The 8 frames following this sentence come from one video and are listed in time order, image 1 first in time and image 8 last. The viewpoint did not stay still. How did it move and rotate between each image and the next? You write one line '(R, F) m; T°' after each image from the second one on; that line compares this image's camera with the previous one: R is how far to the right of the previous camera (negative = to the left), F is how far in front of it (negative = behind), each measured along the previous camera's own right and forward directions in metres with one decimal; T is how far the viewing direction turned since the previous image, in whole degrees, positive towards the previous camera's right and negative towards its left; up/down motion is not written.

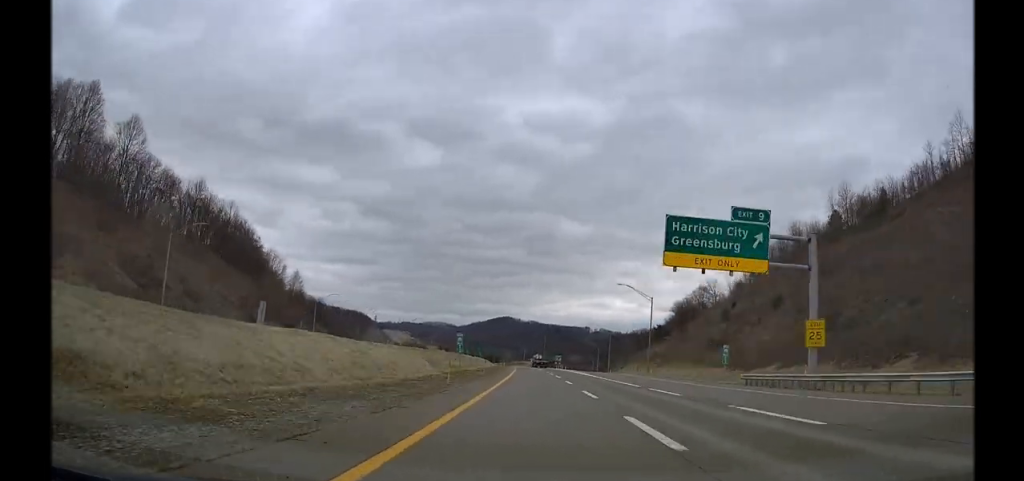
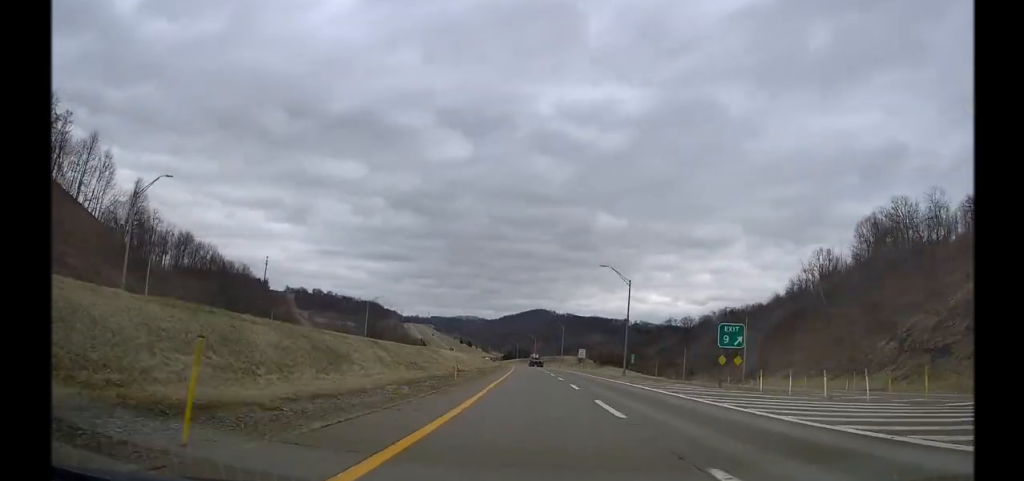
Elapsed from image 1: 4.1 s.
(-3.2, +133.0) m; -3°
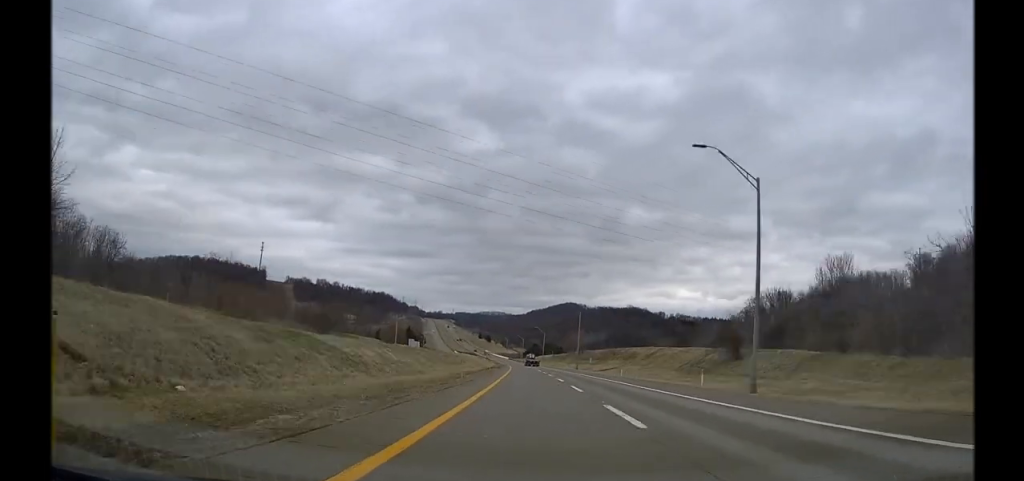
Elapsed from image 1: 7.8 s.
(-2.6, +117.5) m; -3°
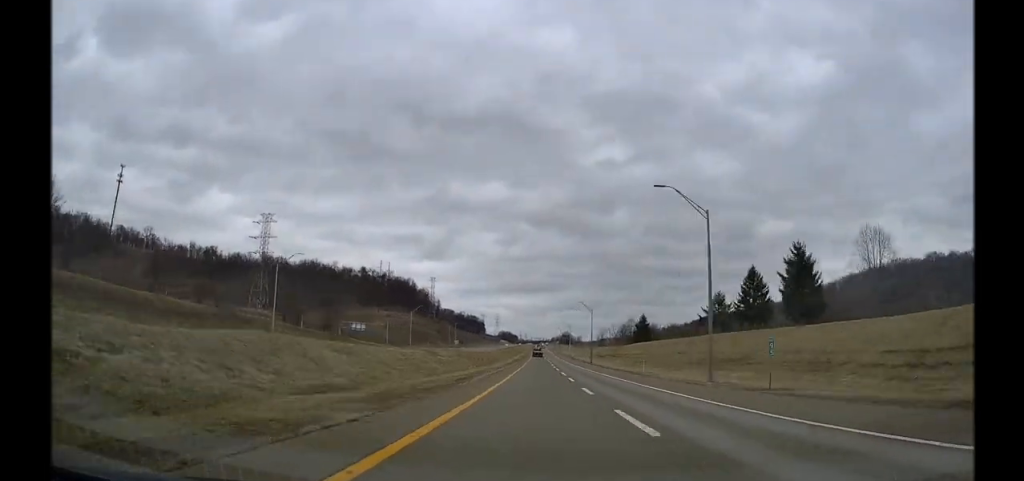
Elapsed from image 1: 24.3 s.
(-51.2, +541.6) m; -8°
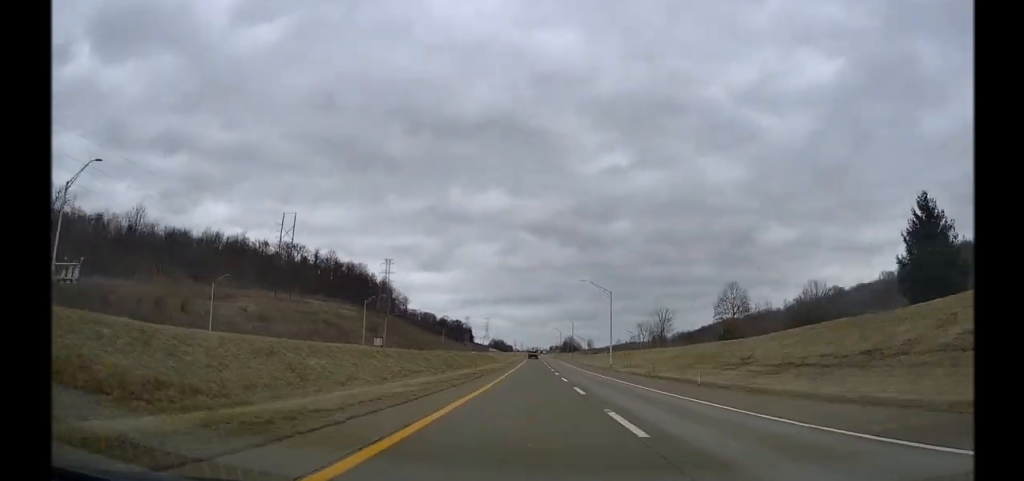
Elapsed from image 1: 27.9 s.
(-0.3, +120.8) m; 0°
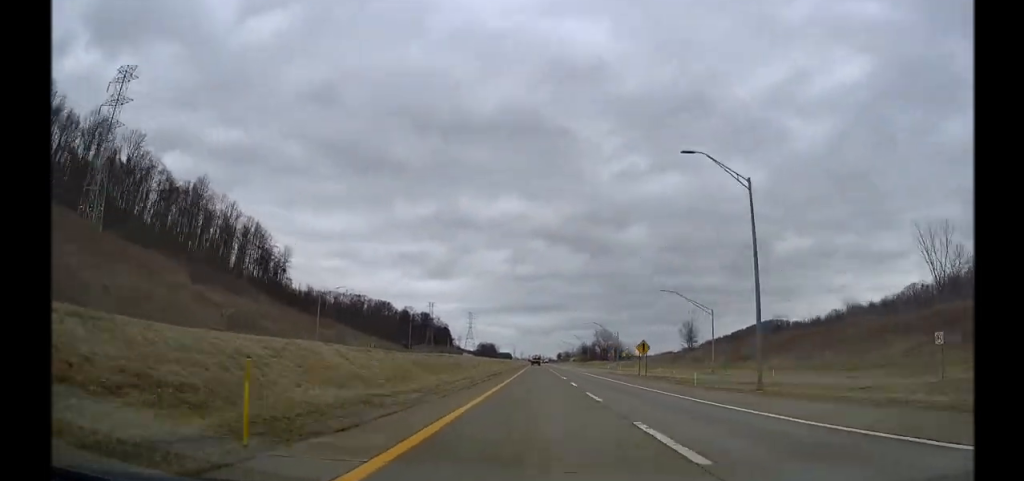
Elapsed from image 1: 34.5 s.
(-0.4, +220.9) m; 0°
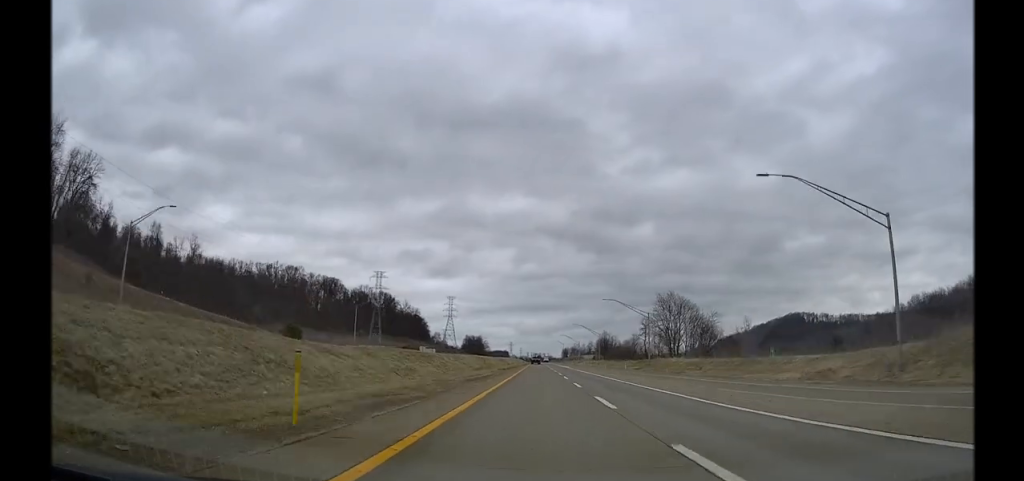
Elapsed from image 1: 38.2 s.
(-0.1, +125.6) m; 0°
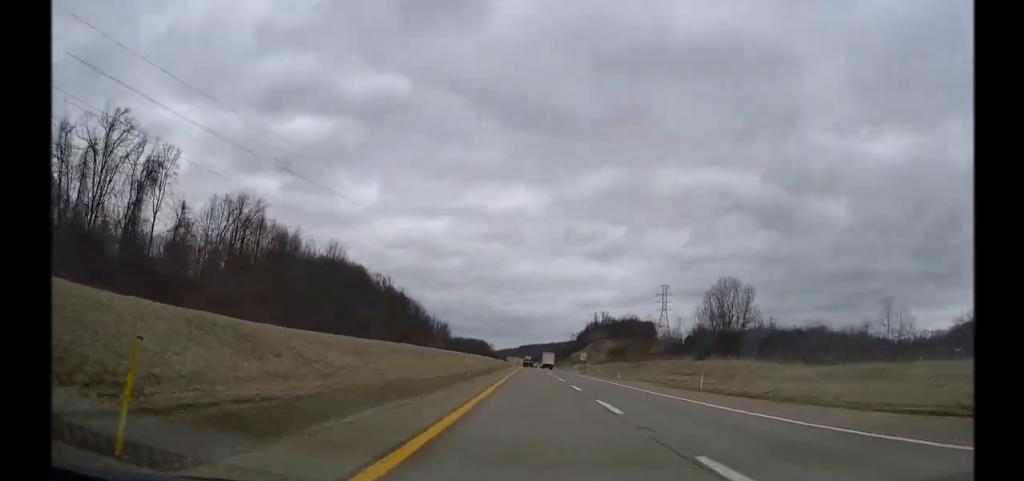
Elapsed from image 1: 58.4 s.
(-60.9, +663.4) m; -13°
